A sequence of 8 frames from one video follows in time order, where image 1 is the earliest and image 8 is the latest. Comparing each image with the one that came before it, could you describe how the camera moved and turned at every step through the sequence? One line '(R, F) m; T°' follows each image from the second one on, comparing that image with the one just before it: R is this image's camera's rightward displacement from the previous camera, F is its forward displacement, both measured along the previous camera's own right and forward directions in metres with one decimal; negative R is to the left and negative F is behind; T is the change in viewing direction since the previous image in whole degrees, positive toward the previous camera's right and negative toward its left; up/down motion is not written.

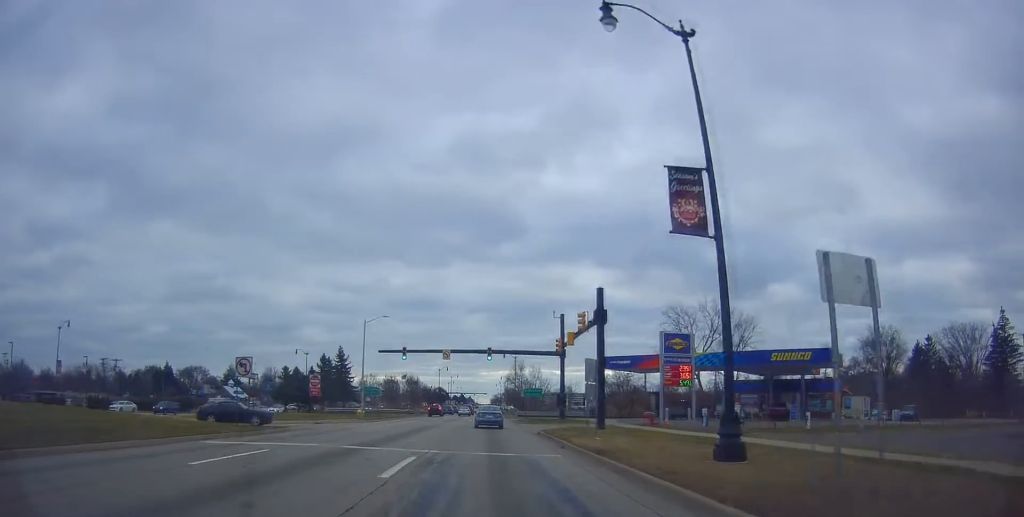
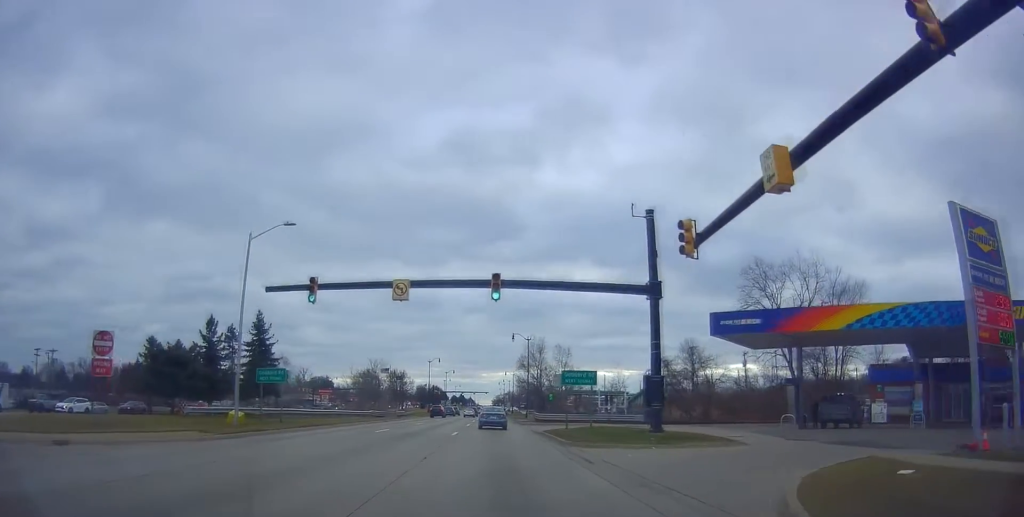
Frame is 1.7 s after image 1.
(0.0, +28.5) m; -2°
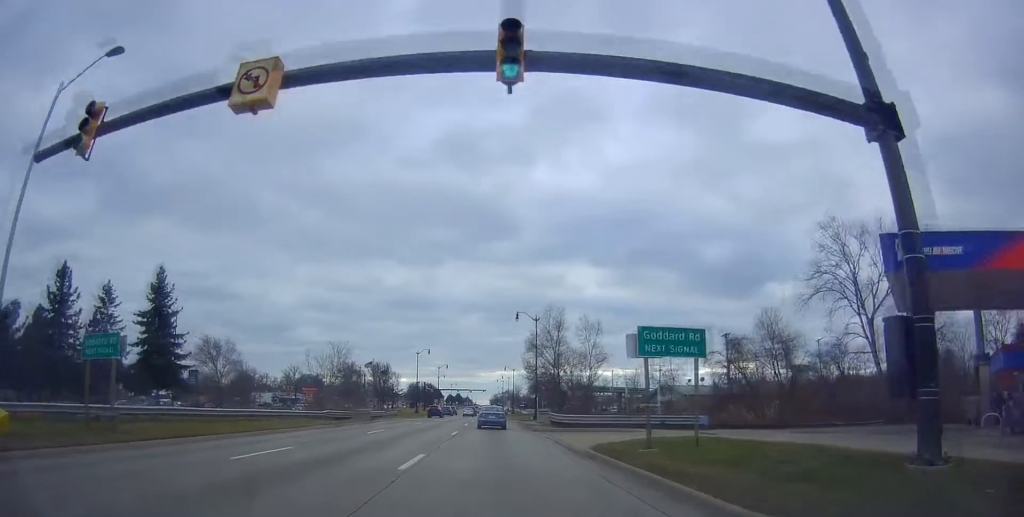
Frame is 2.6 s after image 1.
(-0.5, +15.7) m; -1°
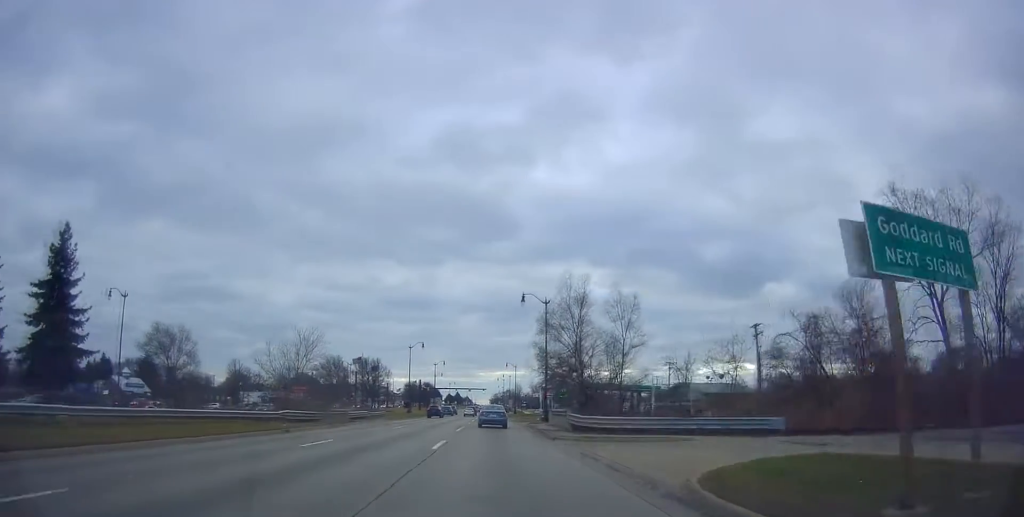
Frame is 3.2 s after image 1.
(-0.1, +9.6) m; +1°
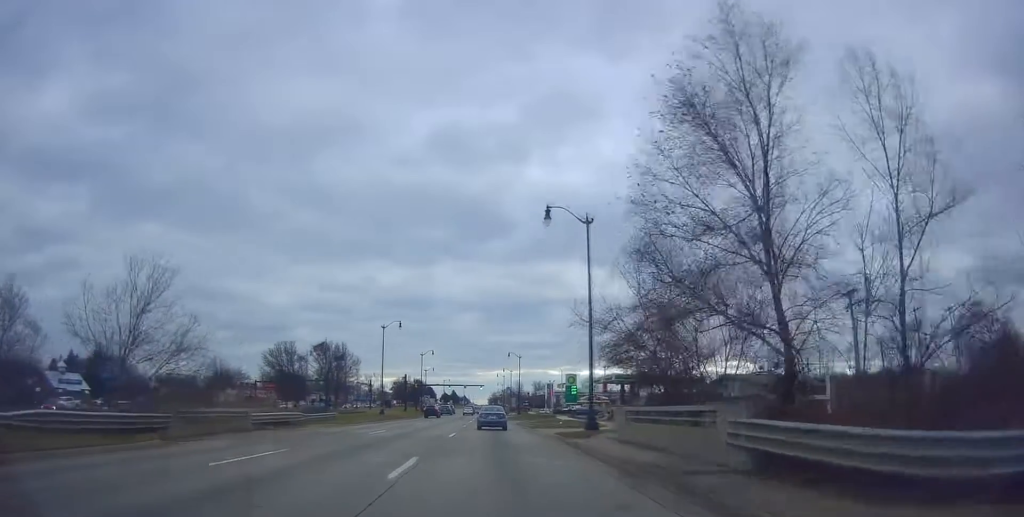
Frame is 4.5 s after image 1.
(+0.8, +21.3) m; +2°
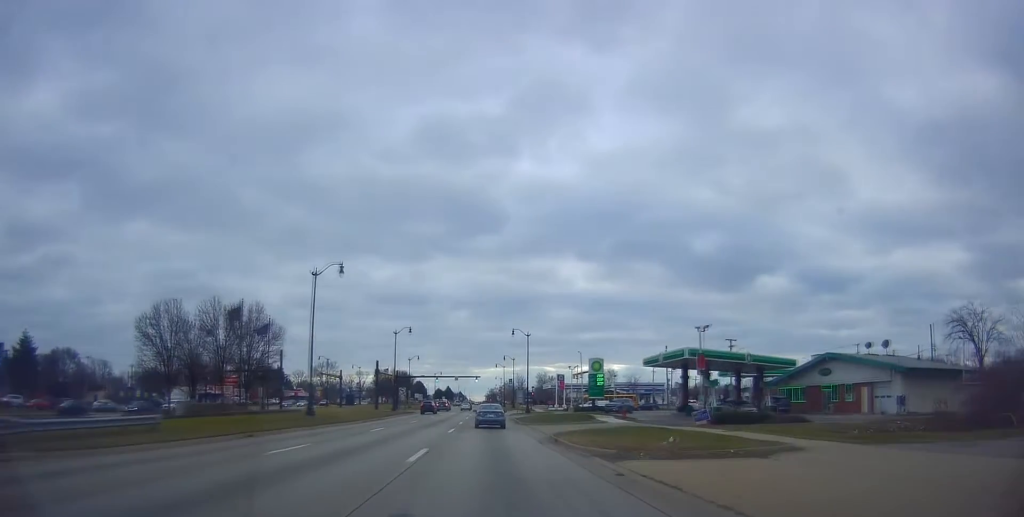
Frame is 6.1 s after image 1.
(0.0, +26.4) m; 0°
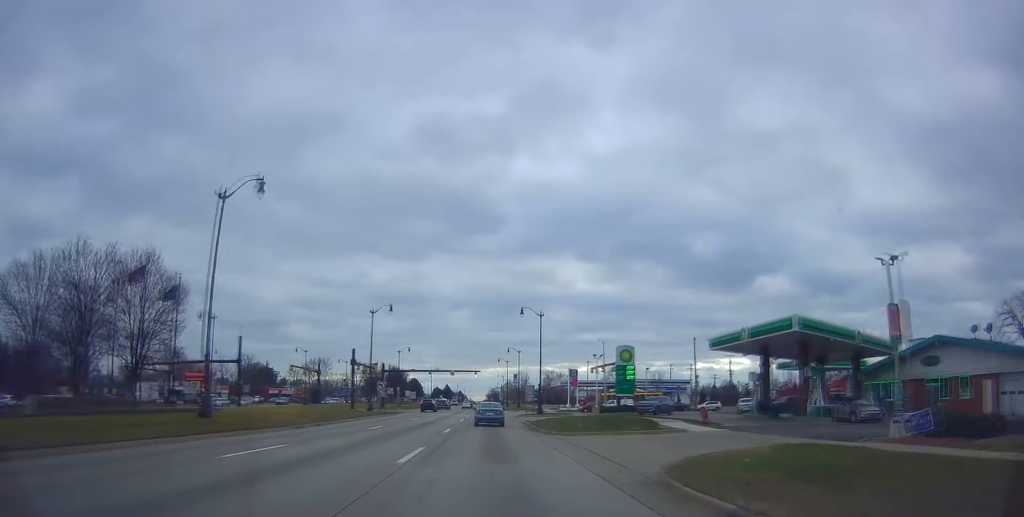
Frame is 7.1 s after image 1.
(0.0, +16.1) m; 0°
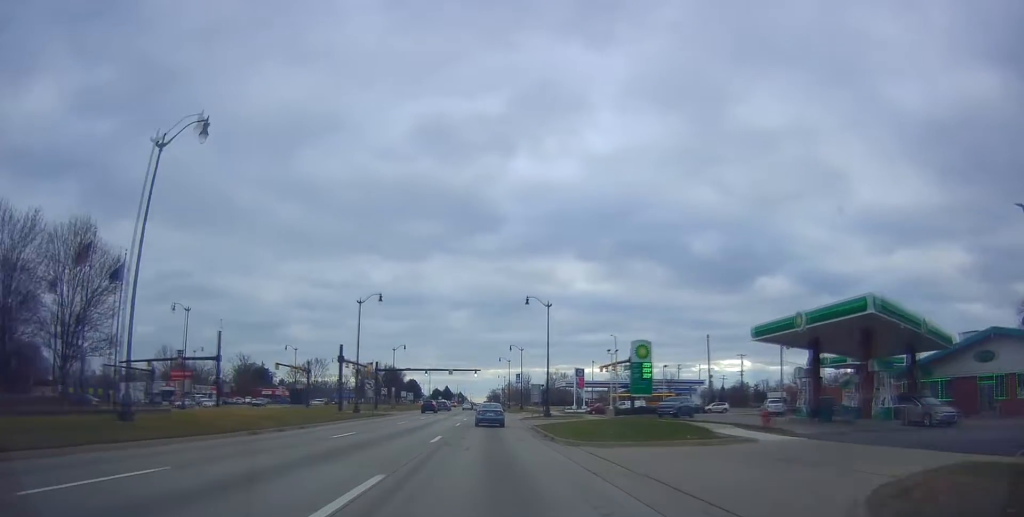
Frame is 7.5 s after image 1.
(0.0, +6.1) m; -1°
